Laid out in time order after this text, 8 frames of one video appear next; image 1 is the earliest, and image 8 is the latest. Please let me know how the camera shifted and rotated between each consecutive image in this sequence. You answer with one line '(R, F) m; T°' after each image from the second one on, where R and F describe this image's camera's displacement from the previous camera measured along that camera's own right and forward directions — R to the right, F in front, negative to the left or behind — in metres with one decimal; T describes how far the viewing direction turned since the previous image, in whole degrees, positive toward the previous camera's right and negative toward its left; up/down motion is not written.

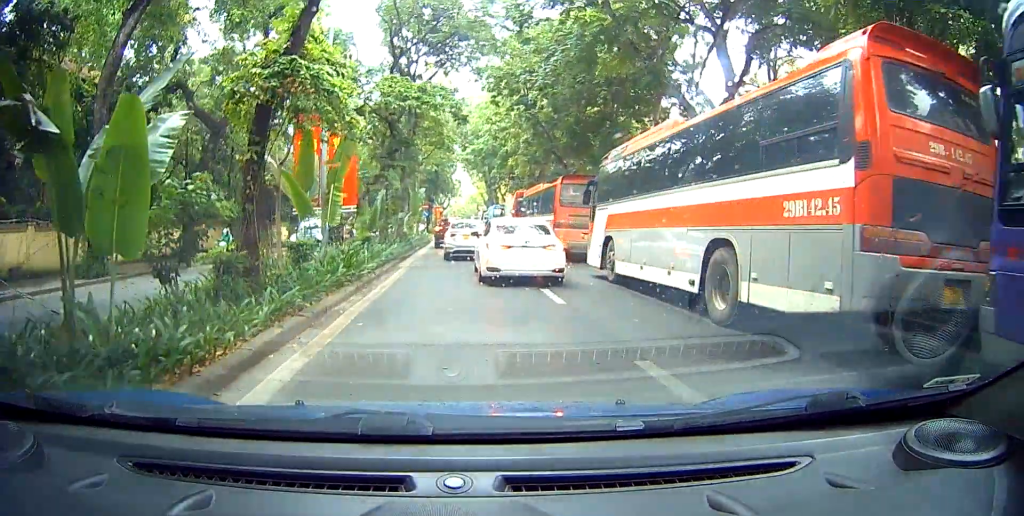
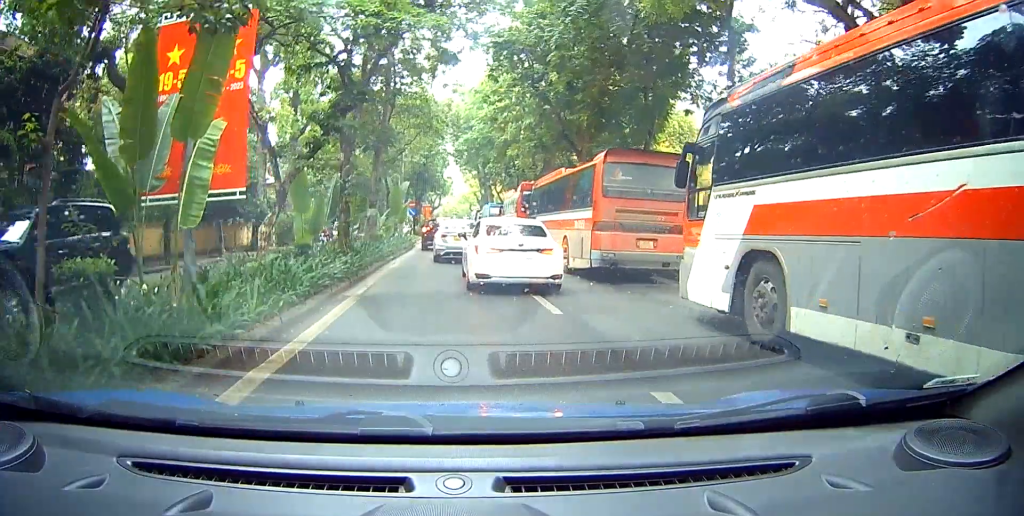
(0.0, +7.2) m; 0°
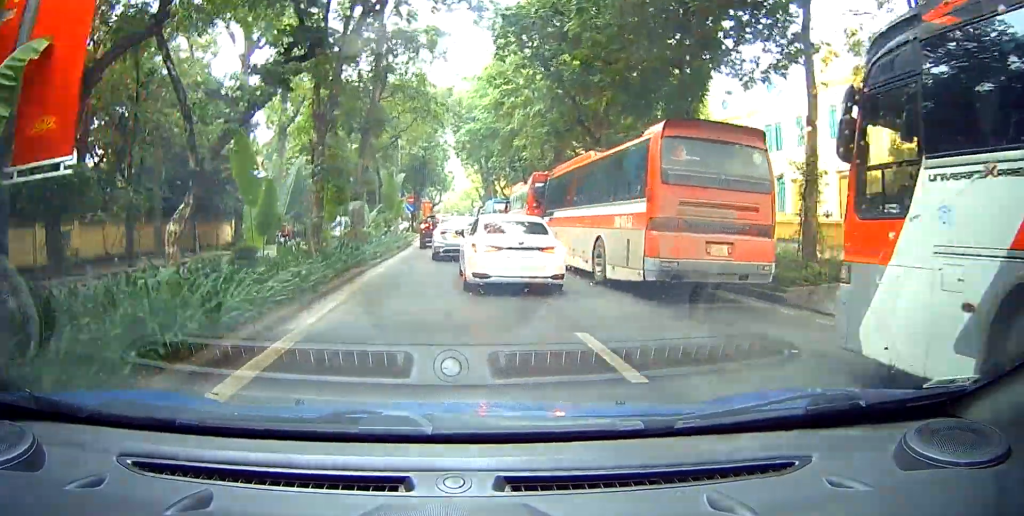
(0.0, +4.0) m; 0°
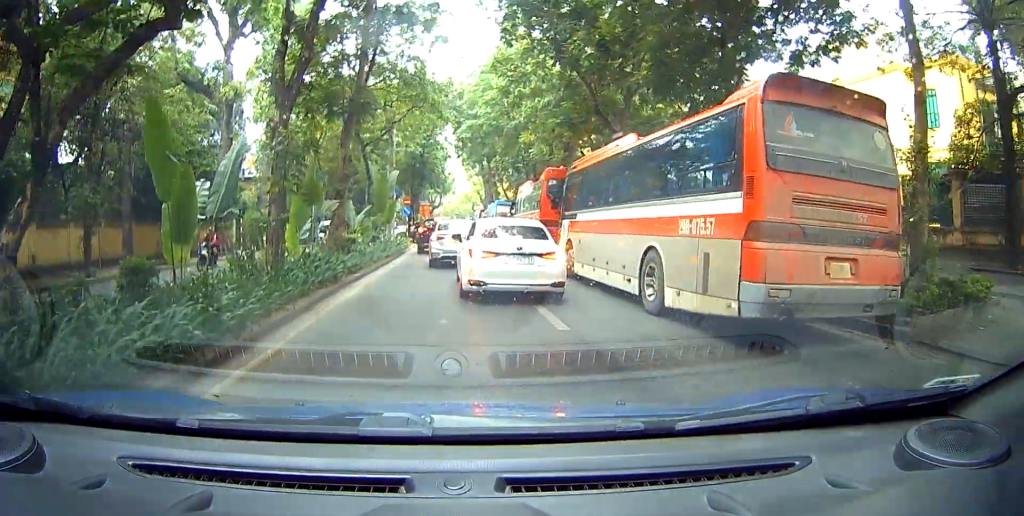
(0.0, +4.3) m; 0°
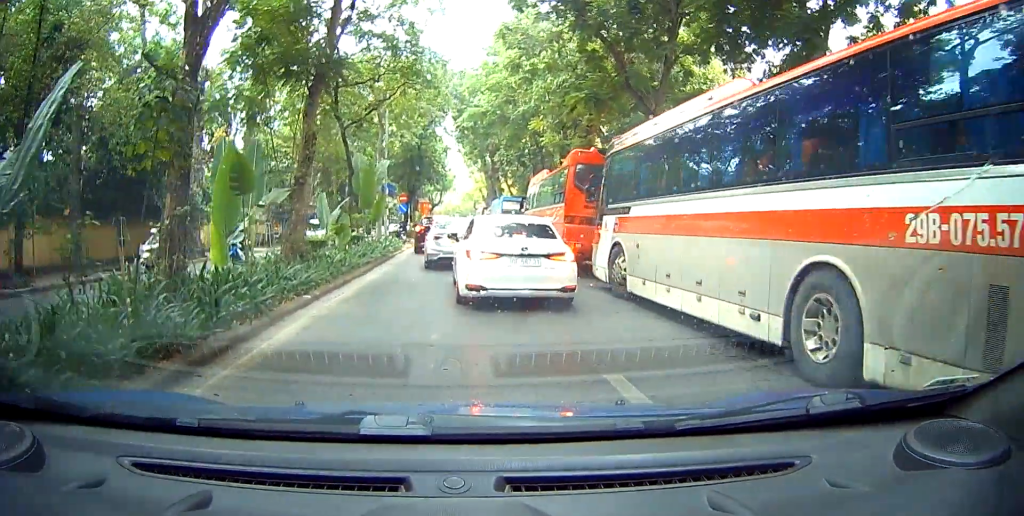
(0.0, +5.1) m; 0°
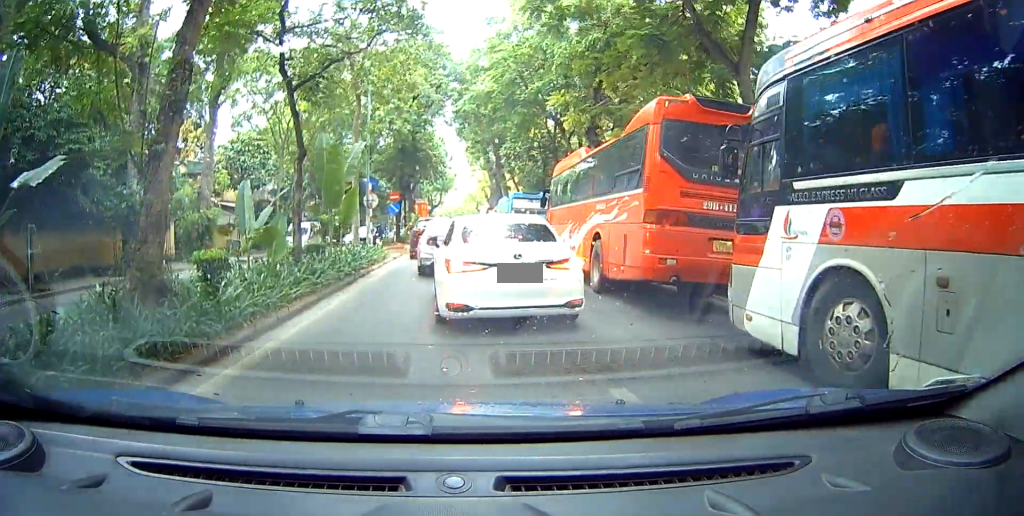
(0.0, +10.3) m; -1°
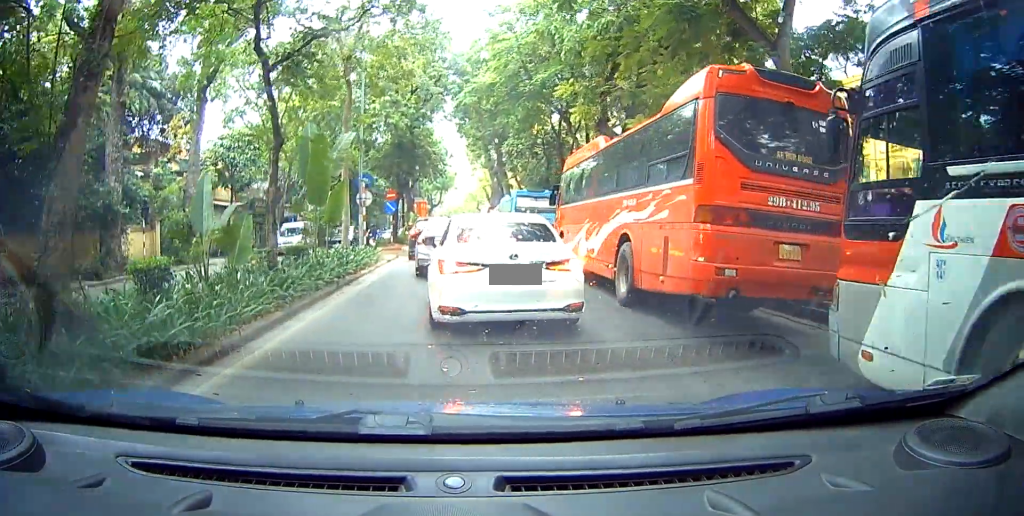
(0.0, +3.6) m; -2°
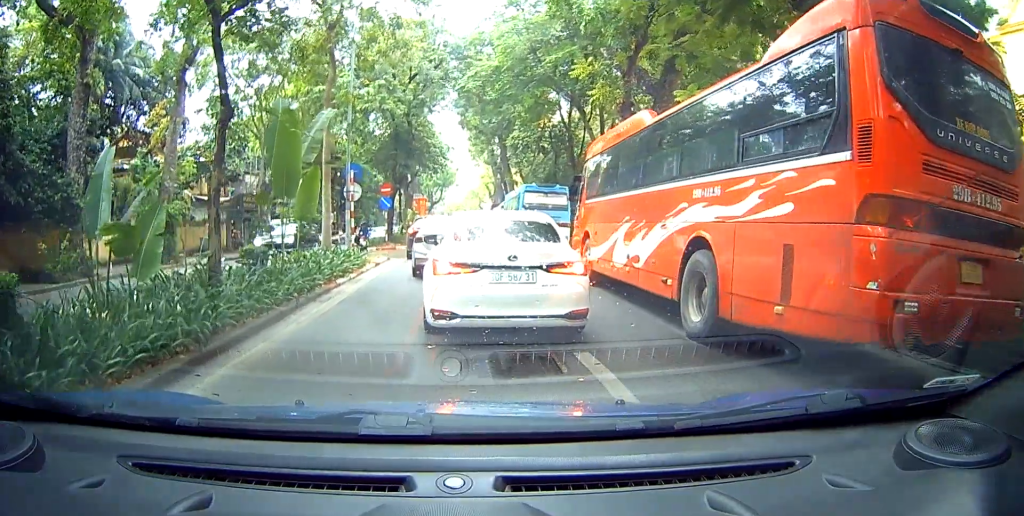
(-0.3, +6.0) m; -2°
